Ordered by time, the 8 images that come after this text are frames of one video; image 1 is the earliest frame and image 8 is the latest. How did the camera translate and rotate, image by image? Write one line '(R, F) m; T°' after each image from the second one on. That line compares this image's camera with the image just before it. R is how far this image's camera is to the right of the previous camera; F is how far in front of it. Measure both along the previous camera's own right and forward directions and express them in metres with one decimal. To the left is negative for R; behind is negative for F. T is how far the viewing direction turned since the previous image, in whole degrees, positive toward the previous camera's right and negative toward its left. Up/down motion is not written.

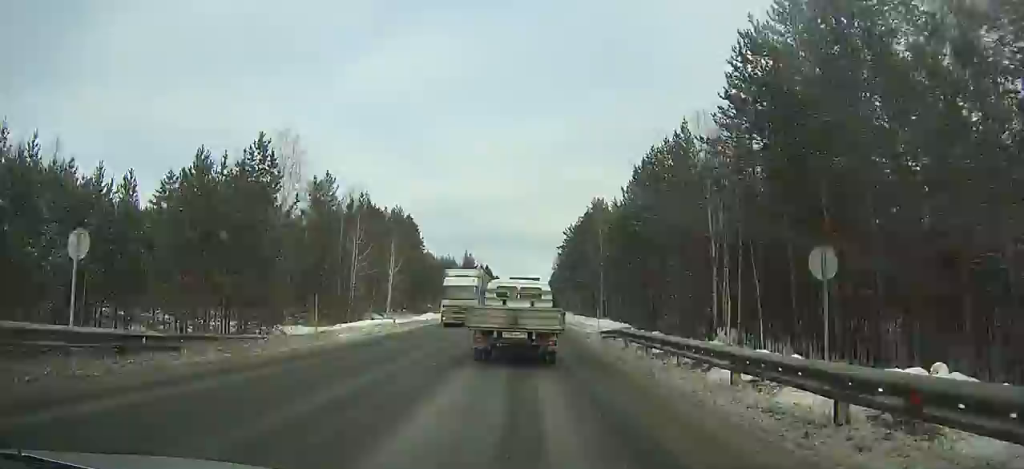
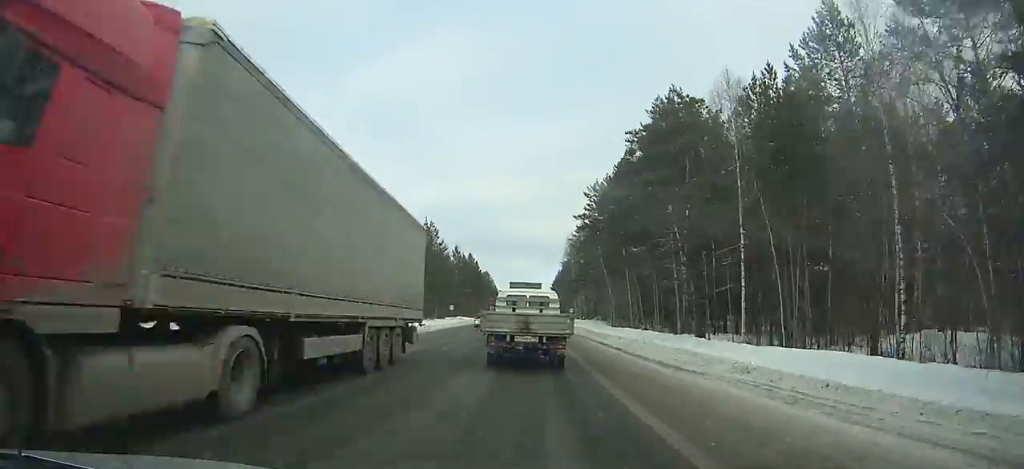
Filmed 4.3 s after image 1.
(0.0, +56.9) m; 0°
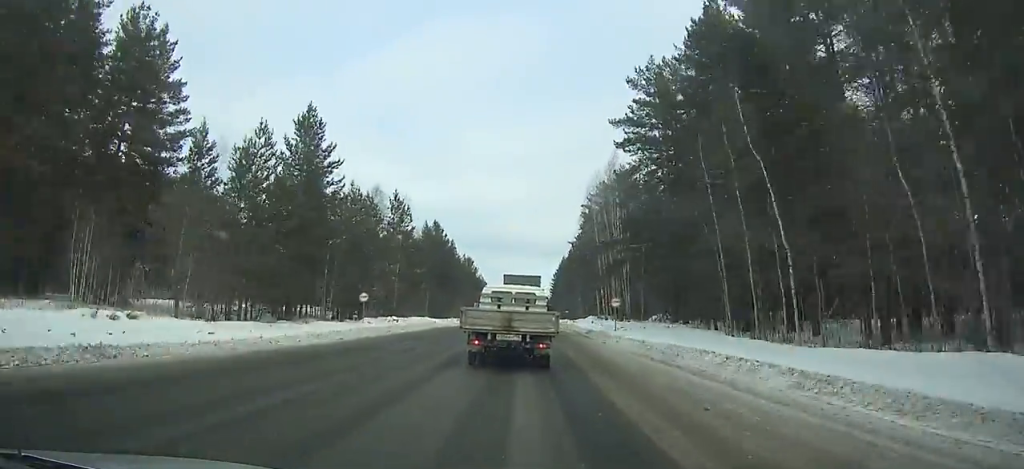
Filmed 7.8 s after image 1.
(0.0, +43.5) m; 0°
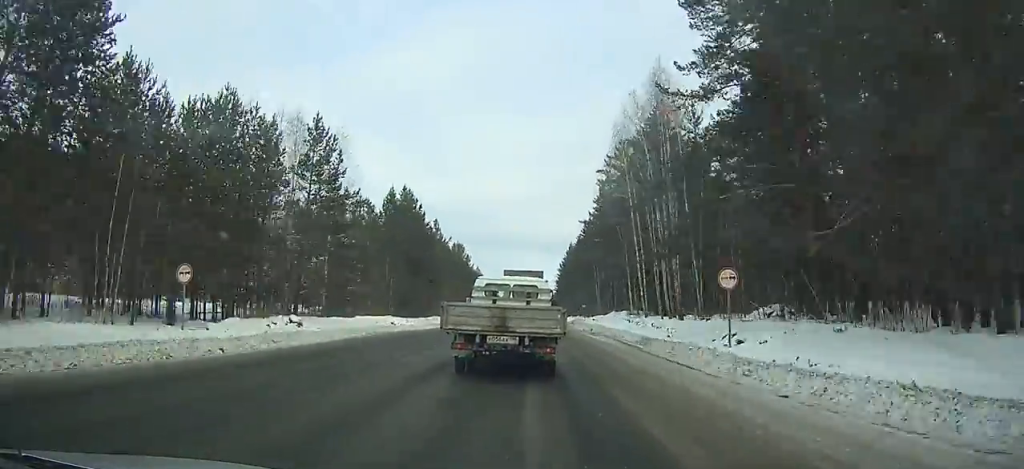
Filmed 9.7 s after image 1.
(0.0, +22.1) m; 0°
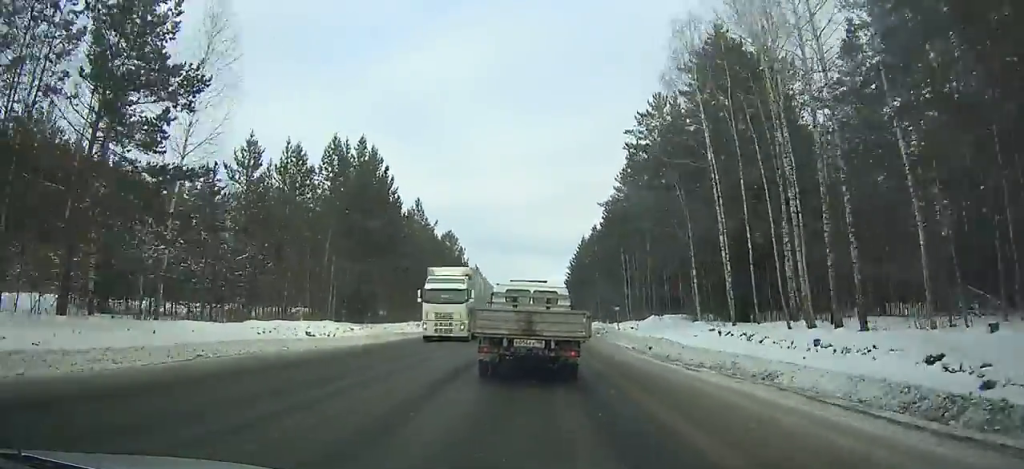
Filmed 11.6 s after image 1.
(0.0, +21.8) m; 0°
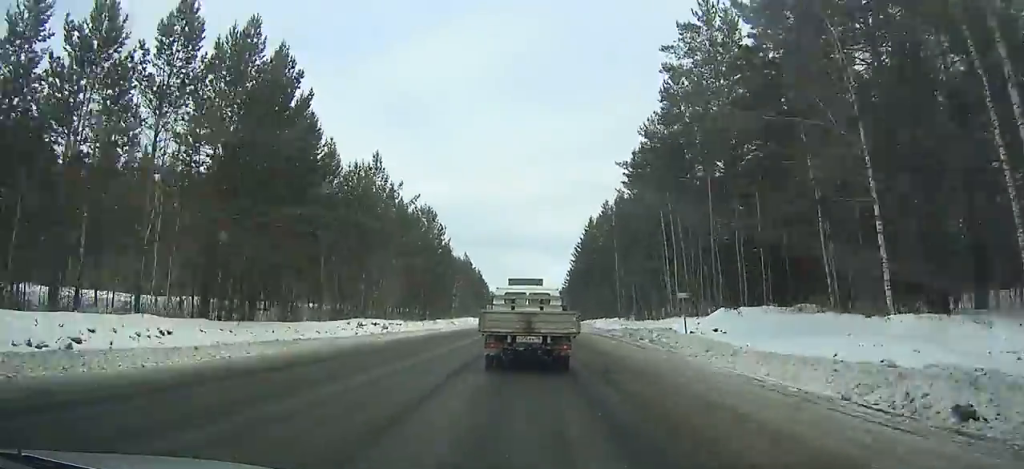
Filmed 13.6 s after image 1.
(0.0, +22.6) m; 0°
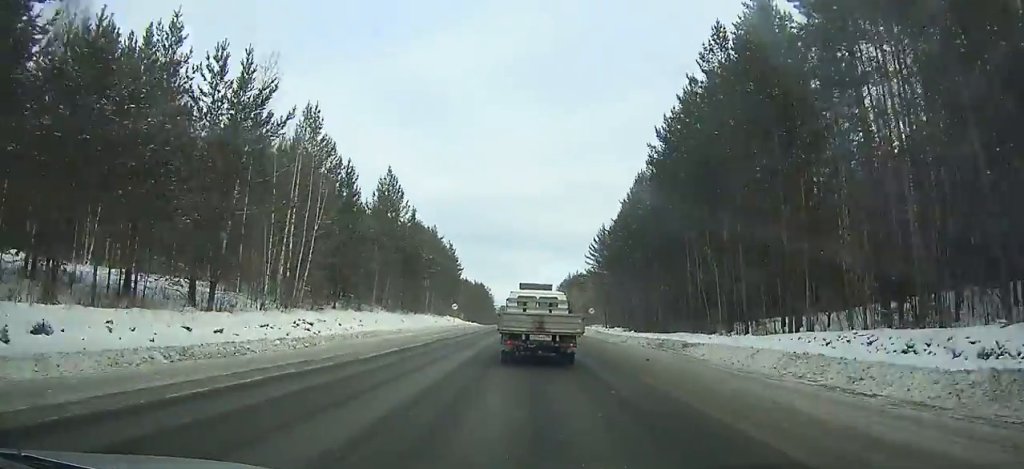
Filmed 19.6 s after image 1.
(+0.3, +71.6) m; +2°
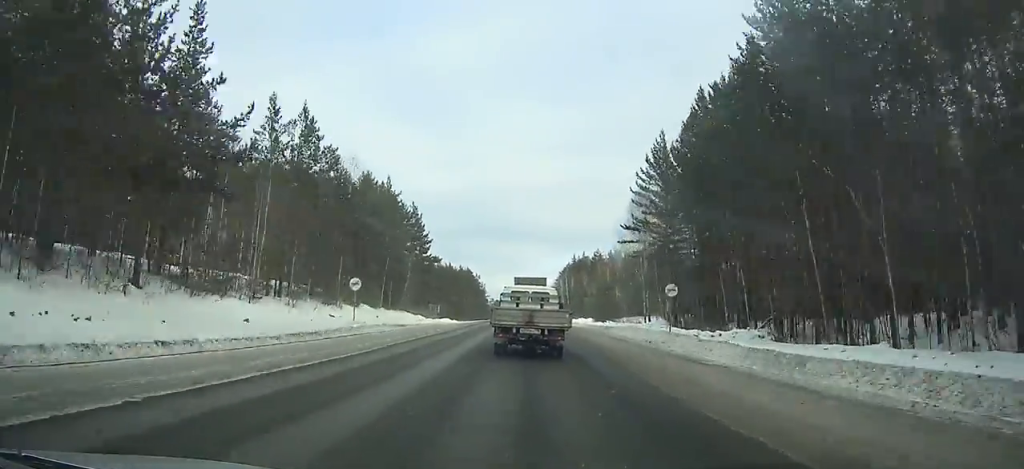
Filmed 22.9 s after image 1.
(+0.5, +43.0) m; 0°
